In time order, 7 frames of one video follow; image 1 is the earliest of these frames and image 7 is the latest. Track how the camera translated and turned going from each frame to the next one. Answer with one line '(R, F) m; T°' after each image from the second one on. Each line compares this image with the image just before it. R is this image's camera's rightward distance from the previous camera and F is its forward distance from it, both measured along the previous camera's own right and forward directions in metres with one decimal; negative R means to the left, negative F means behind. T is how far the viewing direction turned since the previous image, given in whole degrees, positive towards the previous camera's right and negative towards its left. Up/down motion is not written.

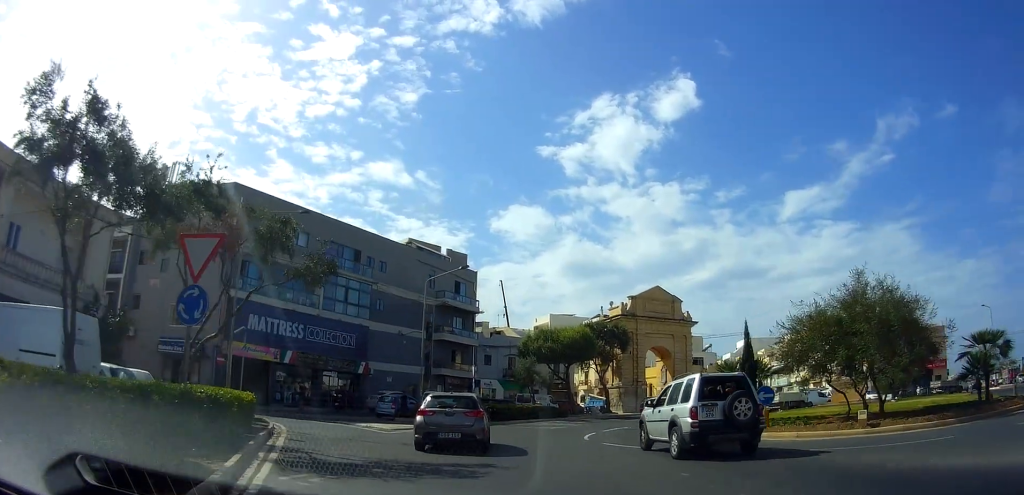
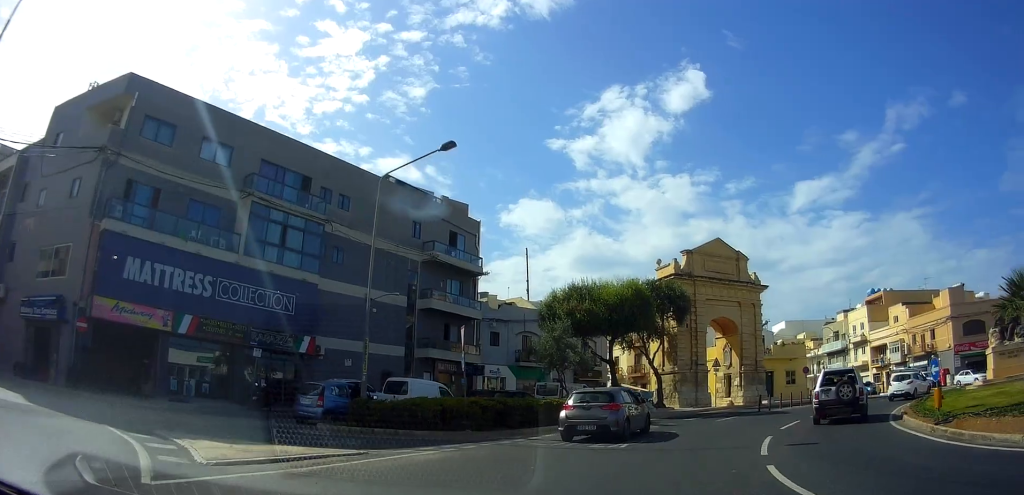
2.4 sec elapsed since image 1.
(-0.6, +14.6) m; -3°
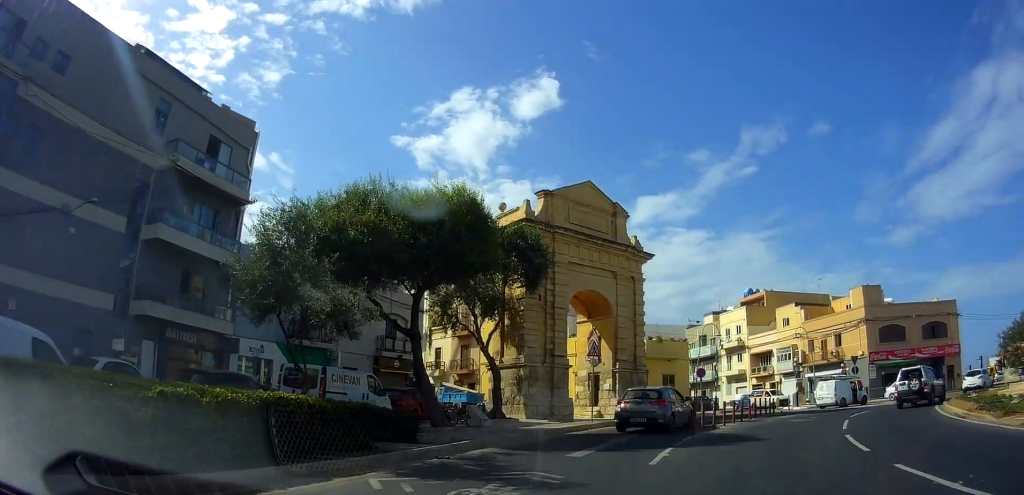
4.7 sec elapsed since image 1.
(+2.1, +13.7) m; +21°
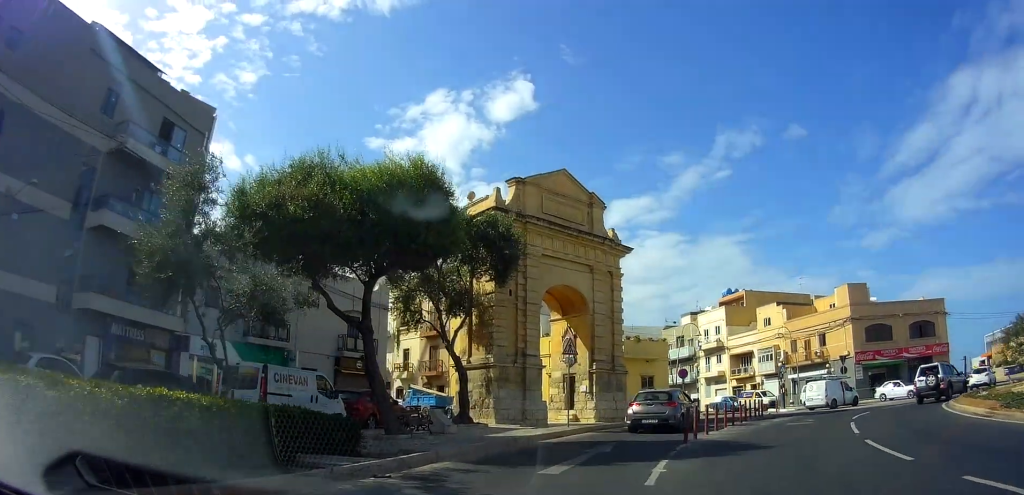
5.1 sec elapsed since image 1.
(+0.2, +2.1) m; +2°
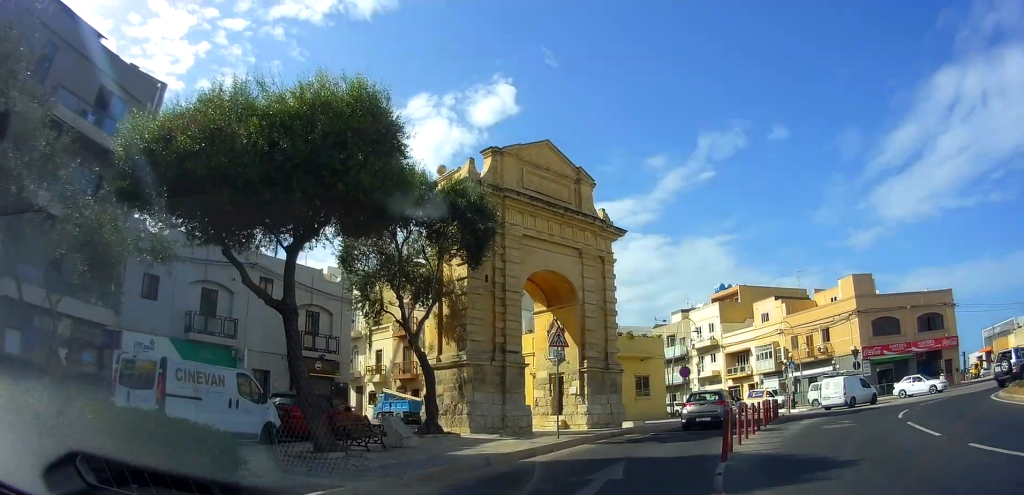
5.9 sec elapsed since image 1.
(+0.6, +4.0) m; +1°
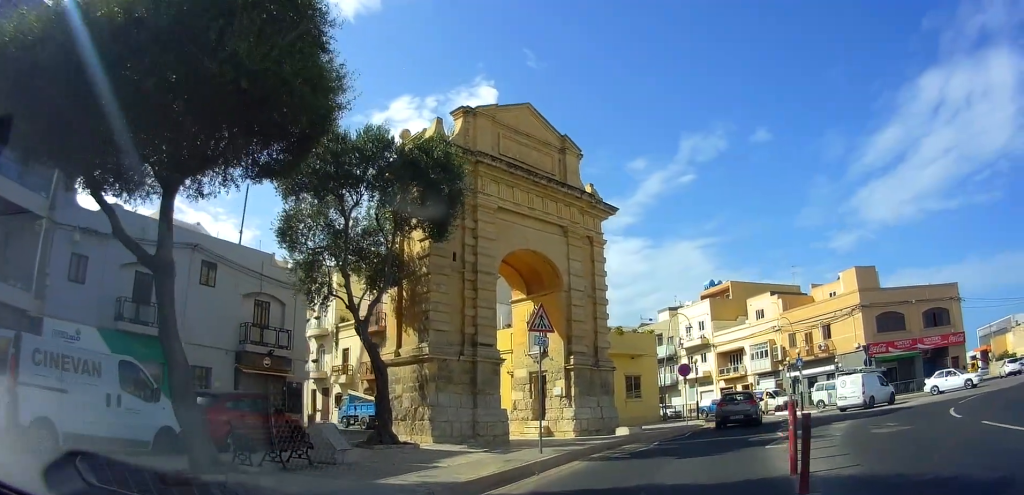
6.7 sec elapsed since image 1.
(-0.6, +3.5) m; +1°
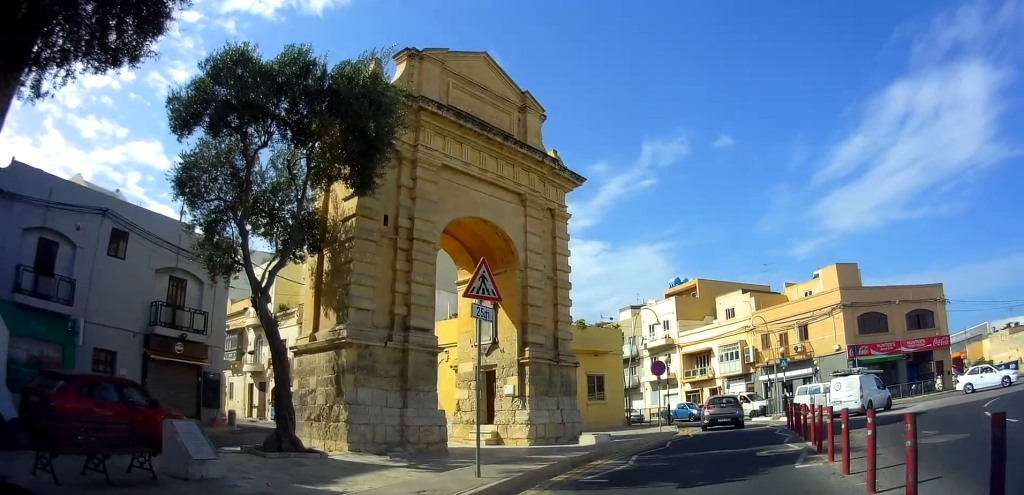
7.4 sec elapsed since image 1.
(+0.4, +3.3) m; +11°
